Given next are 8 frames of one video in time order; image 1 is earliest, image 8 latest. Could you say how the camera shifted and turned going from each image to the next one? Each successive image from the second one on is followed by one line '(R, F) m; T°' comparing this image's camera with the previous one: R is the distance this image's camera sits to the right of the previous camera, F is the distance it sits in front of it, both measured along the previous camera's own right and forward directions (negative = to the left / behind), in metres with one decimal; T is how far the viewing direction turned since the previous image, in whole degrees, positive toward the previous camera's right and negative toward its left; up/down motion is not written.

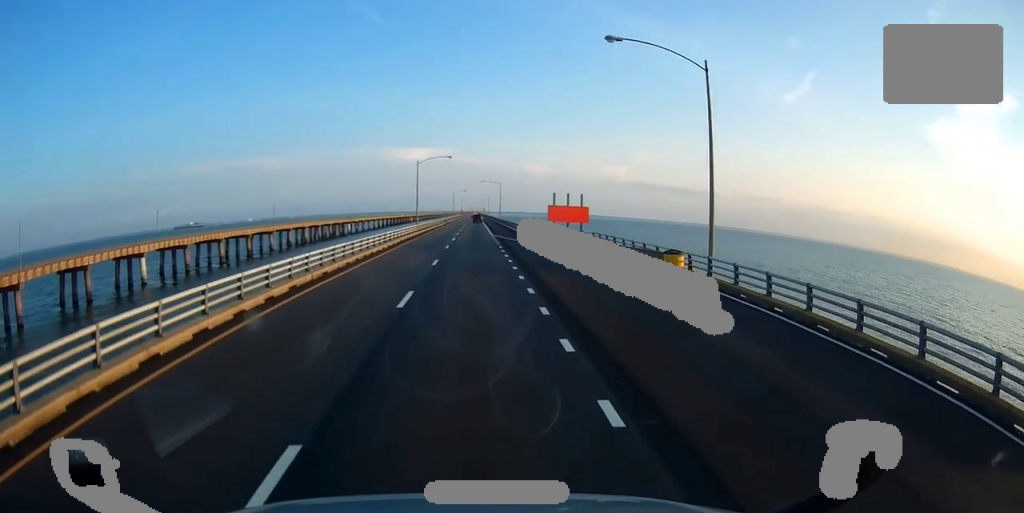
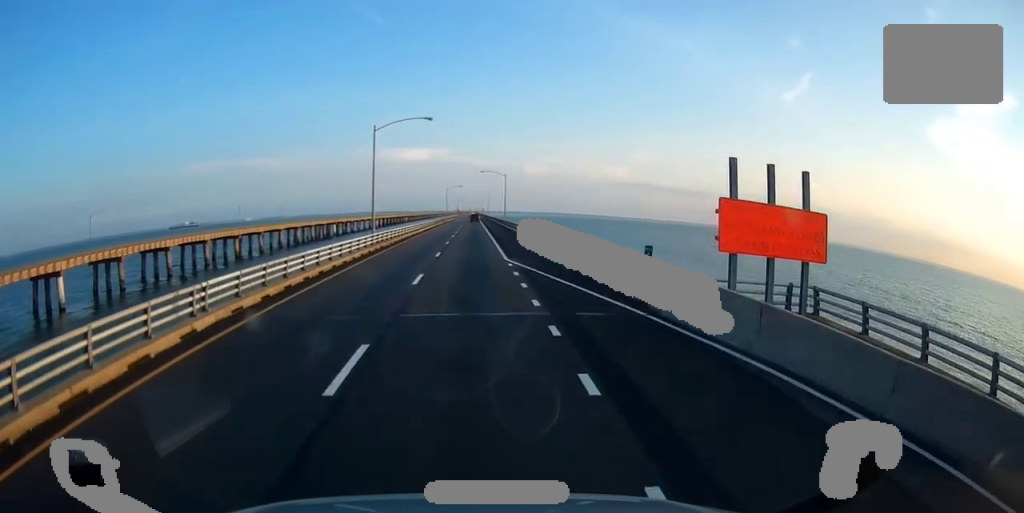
(-0.5, +31.9) m; 0°
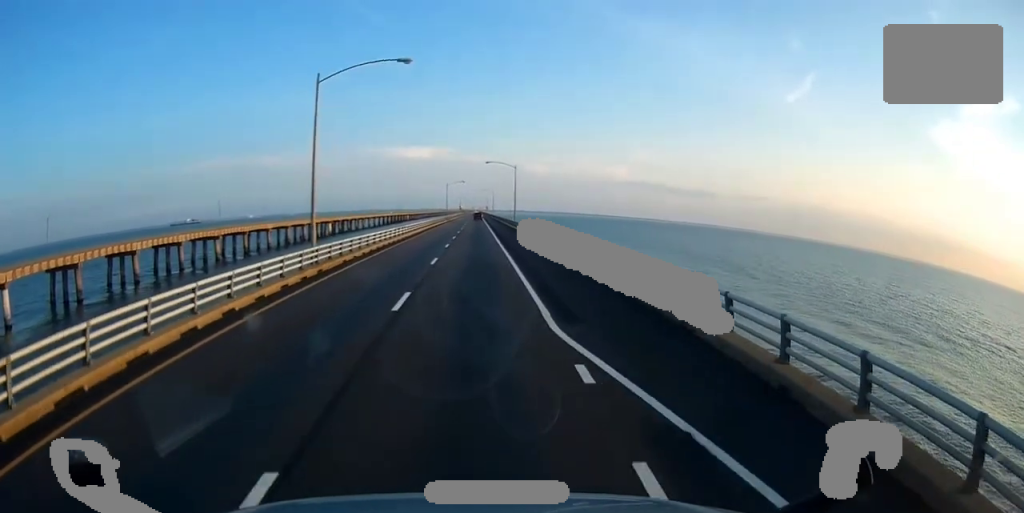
(+0.3, +17.9) m; +1°
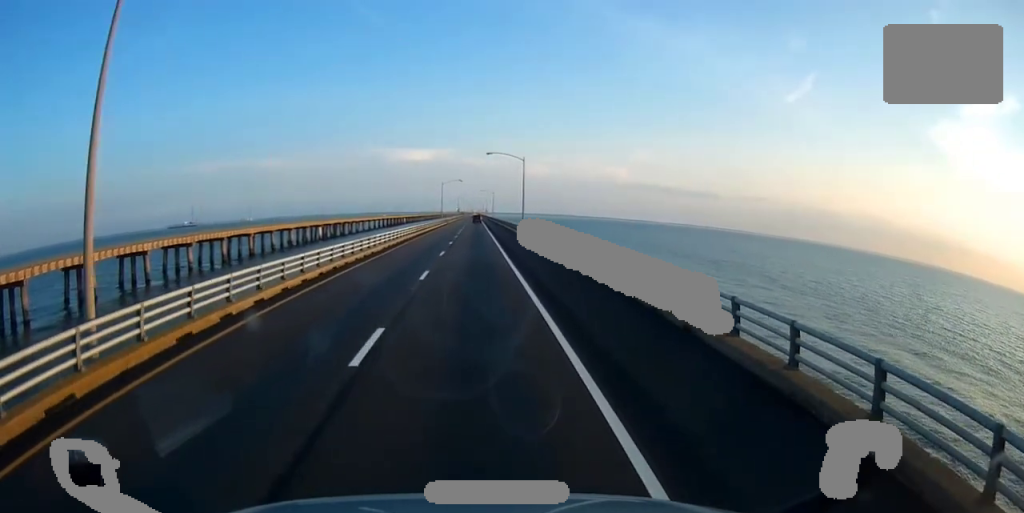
(0.0, +16.8) m; 0°
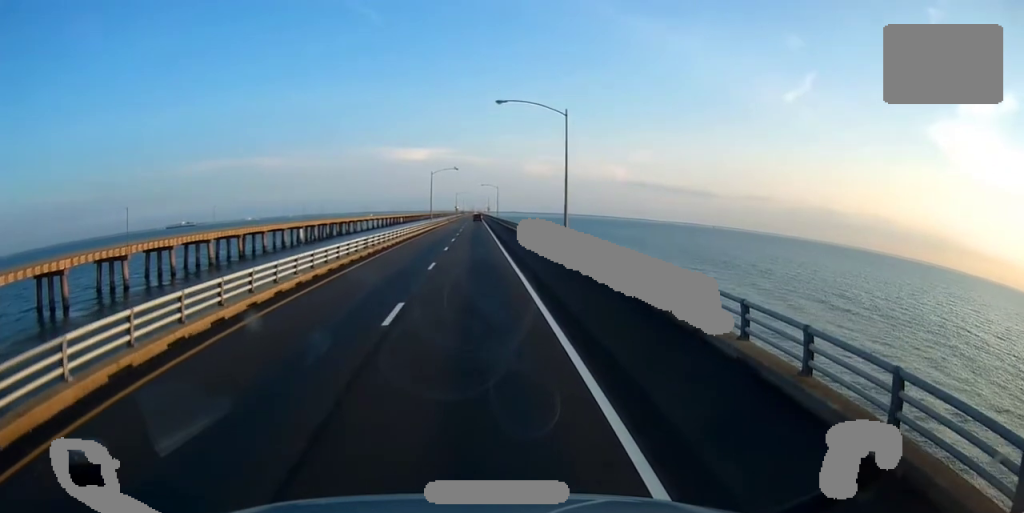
(0.0, +33.5) m; 0°
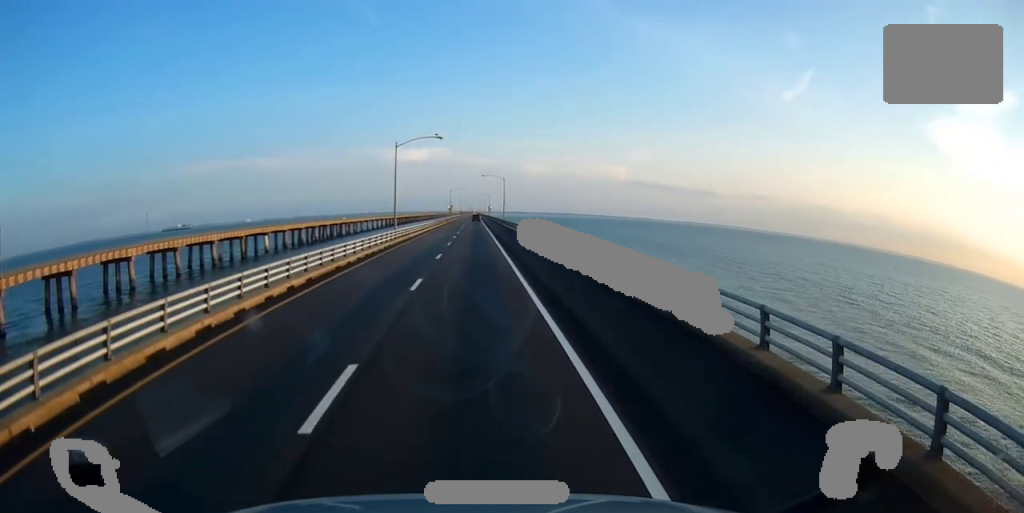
(-0.6, +42.5) m; -1°
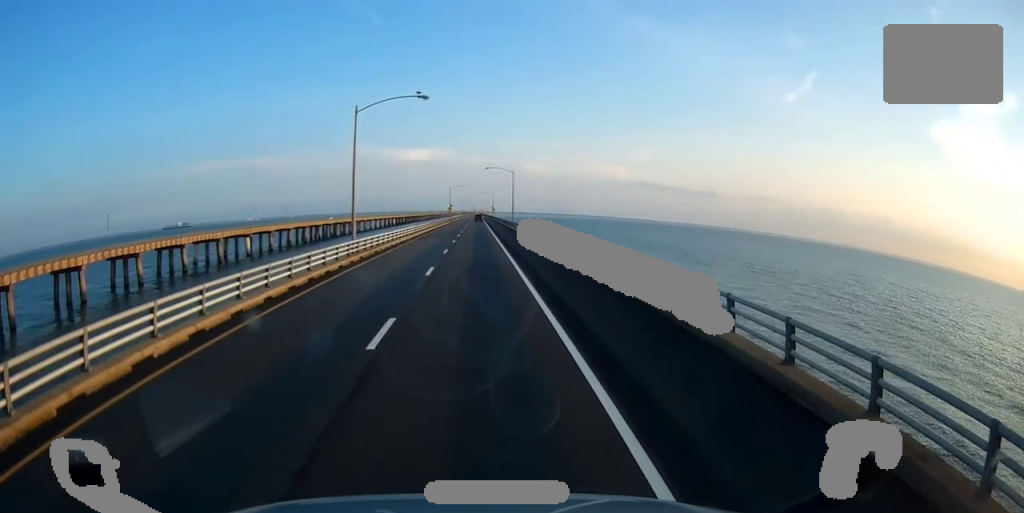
(0.0, +20.0) m; 0°
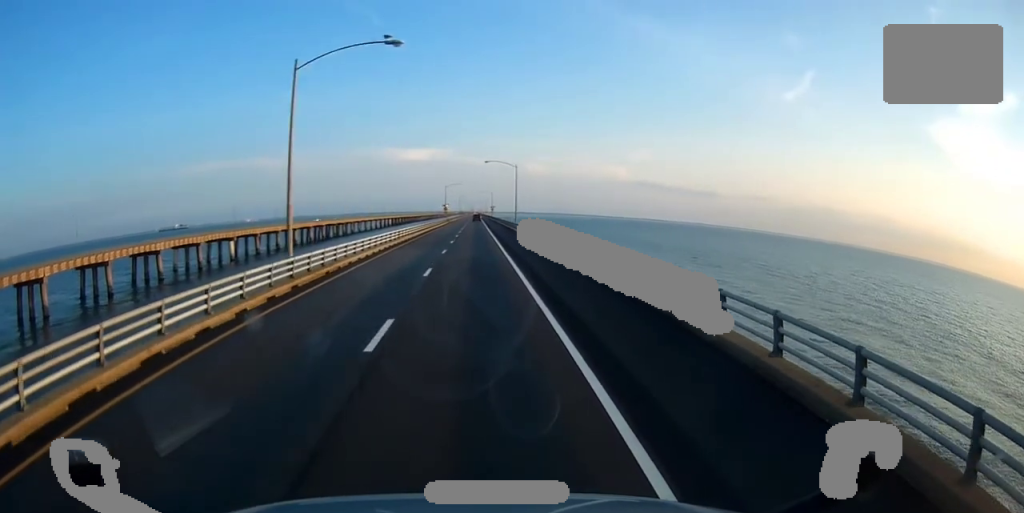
(+0.1, +12.1) m; 0°
